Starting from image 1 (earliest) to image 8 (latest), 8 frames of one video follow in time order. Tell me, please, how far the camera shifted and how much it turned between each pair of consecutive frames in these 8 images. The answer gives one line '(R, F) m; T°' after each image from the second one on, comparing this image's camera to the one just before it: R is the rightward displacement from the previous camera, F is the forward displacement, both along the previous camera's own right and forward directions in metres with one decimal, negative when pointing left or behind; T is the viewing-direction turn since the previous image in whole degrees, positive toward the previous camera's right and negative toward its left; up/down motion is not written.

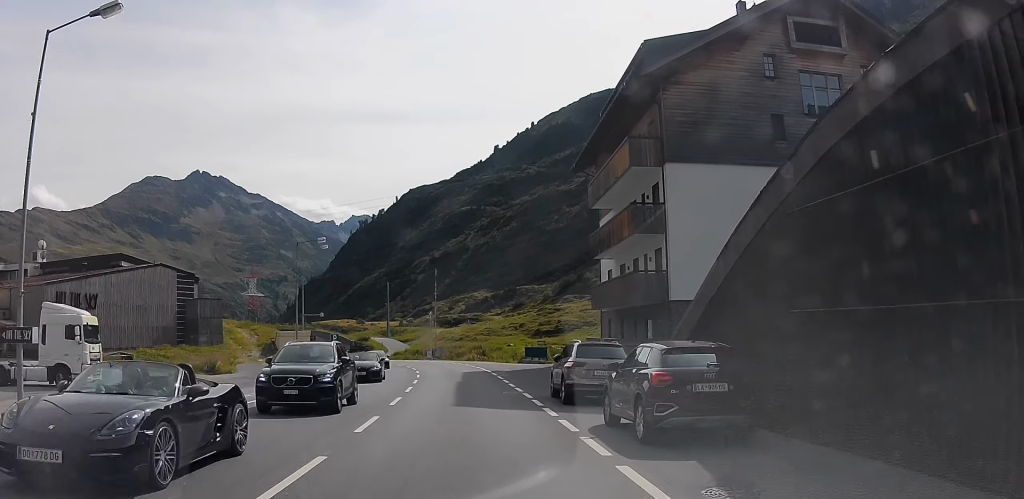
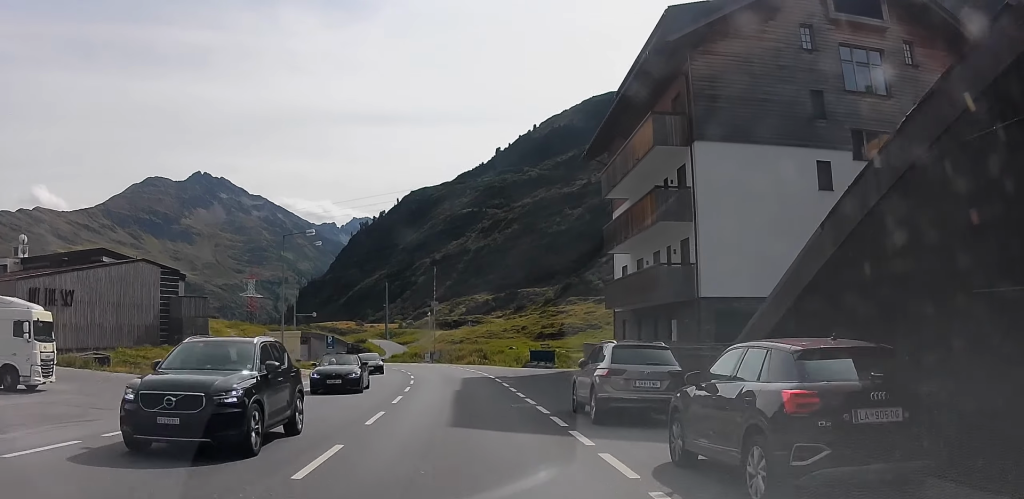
(+0.7, +4.6) m; 0°
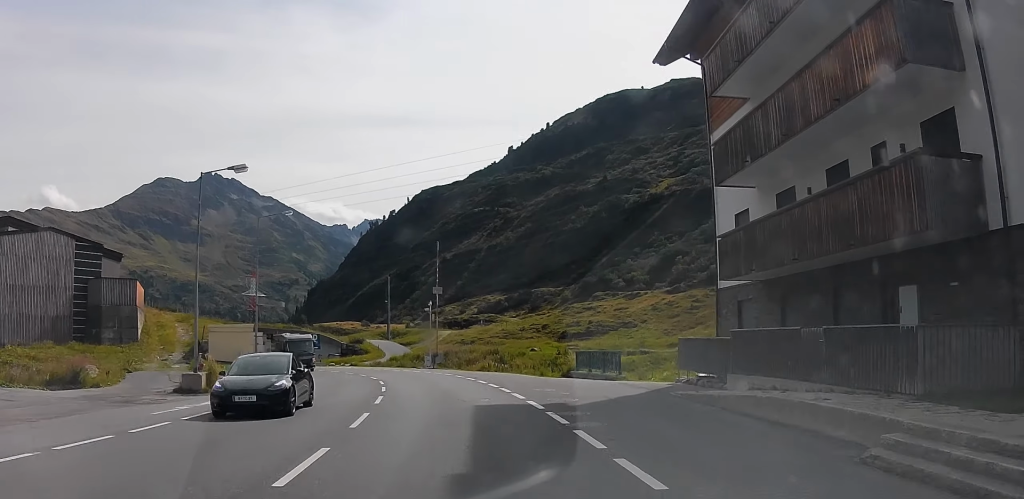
(-1.9, +18.4) m; -9°
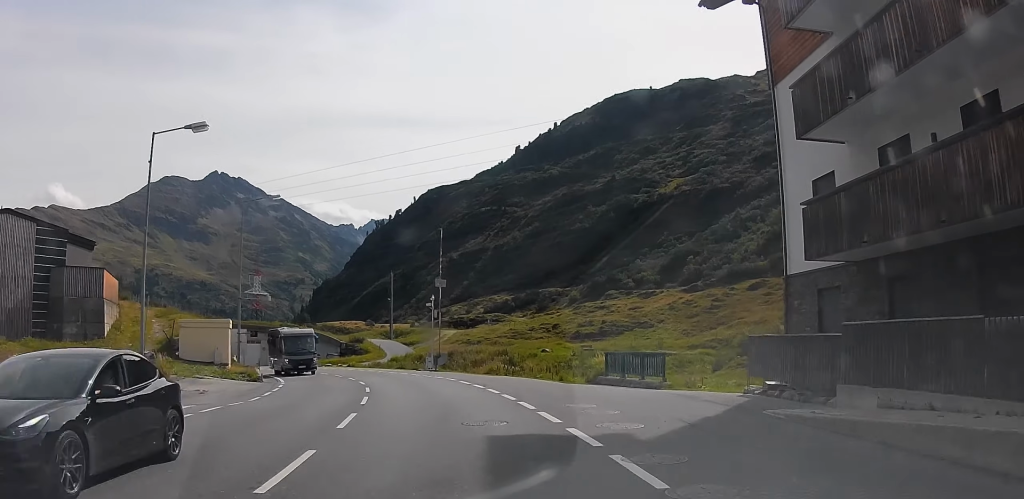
(0.0, +6.4) m; 0°
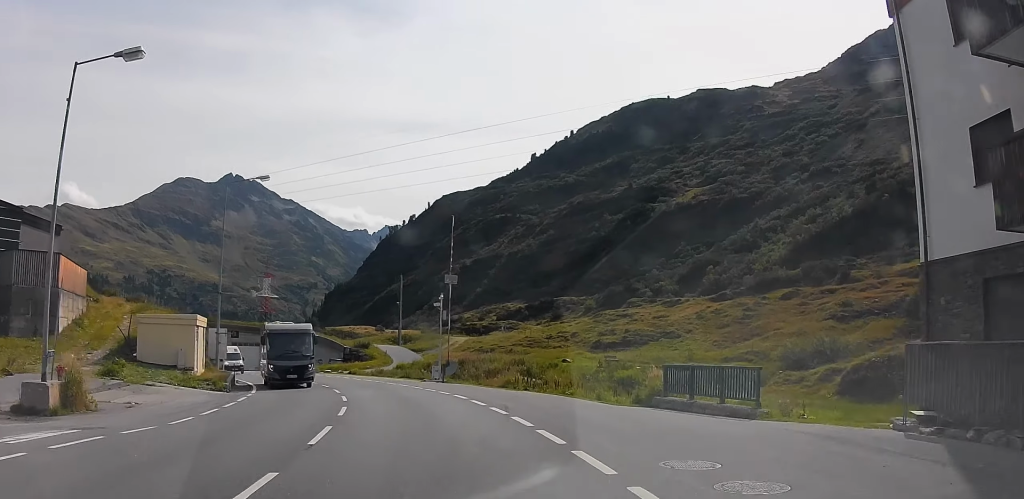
(0.0, +7.7) m; 0°
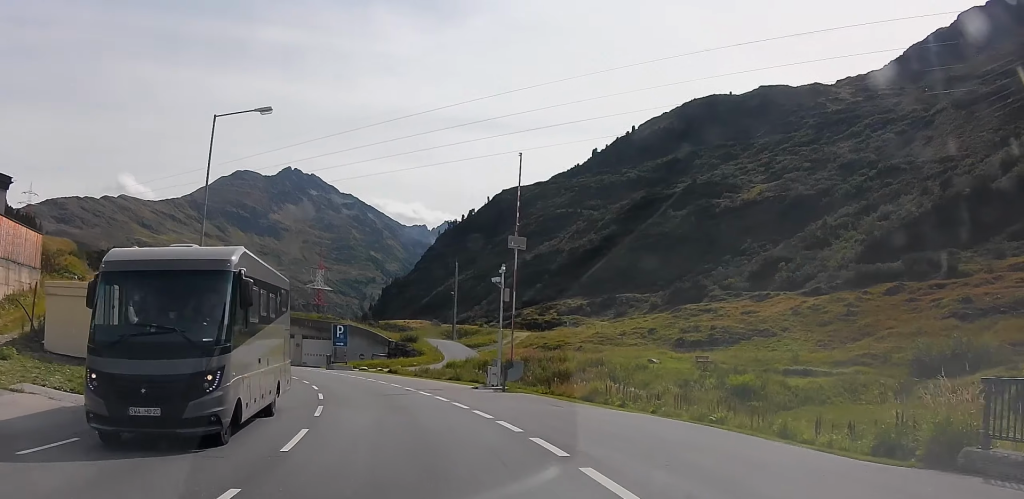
(0.0, +13.9) m; 0°
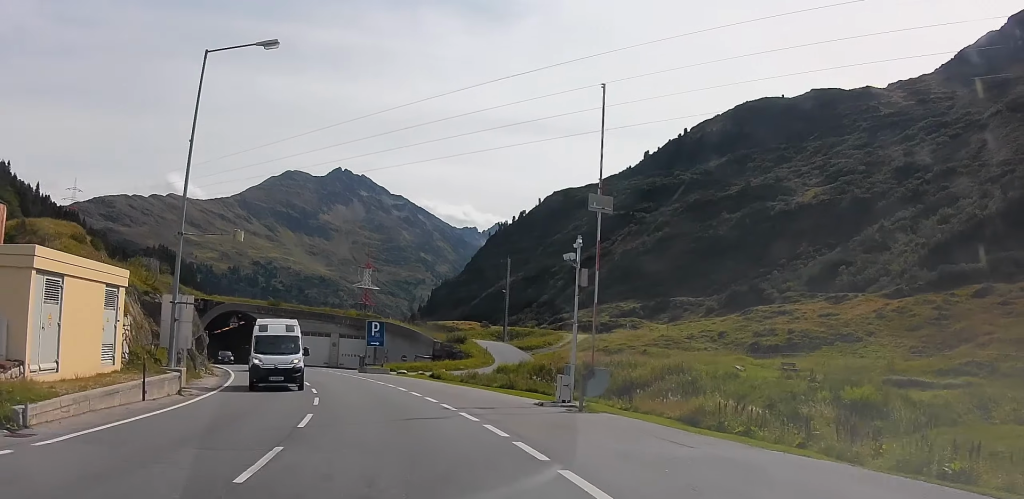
(0.0, +9.1) m; 0°
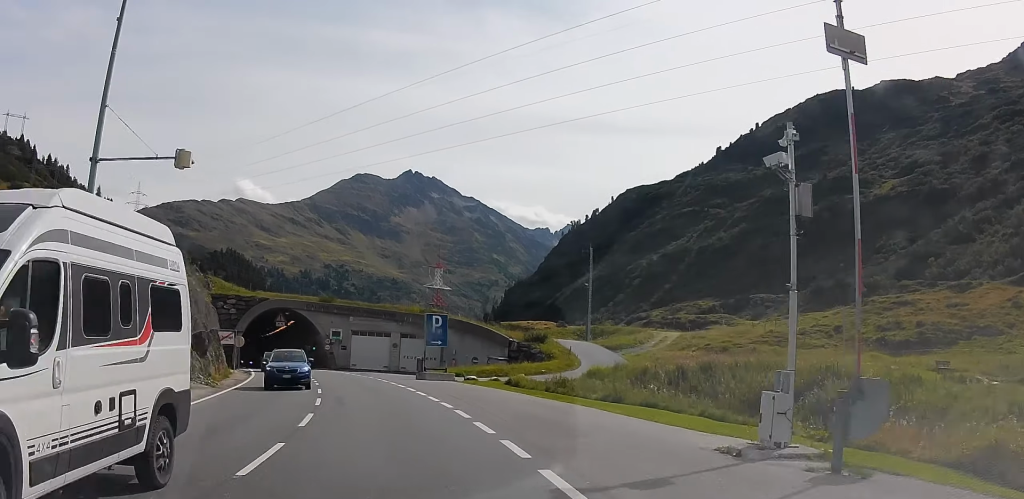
(0.0, +11.9) m; 0°
